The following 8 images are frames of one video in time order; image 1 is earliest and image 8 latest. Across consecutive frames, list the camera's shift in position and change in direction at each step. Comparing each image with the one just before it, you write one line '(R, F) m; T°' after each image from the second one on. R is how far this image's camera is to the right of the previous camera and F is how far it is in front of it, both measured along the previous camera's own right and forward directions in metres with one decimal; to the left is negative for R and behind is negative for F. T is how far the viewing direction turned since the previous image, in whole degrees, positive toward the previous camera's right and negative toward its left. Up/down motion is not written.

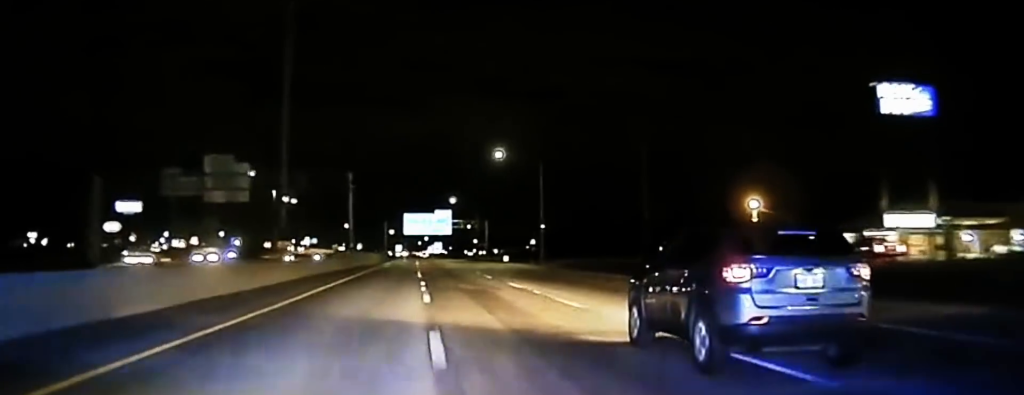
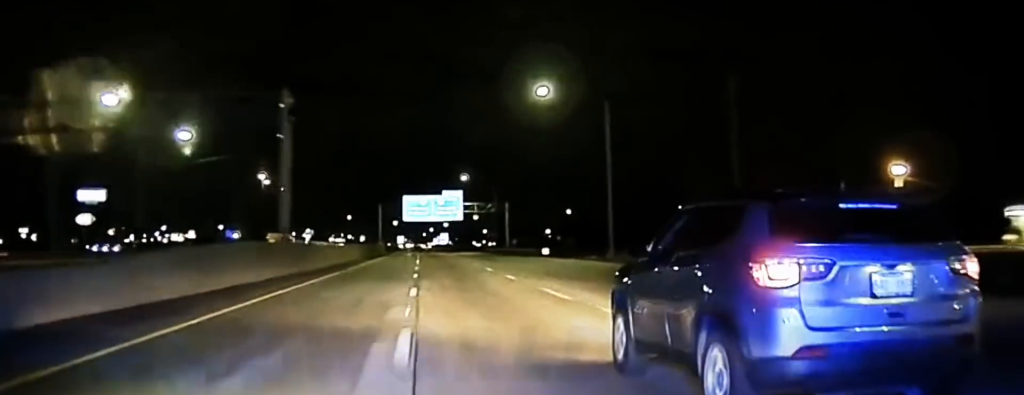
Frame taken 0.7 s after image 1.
(-0.2, +41.3) m; +1°
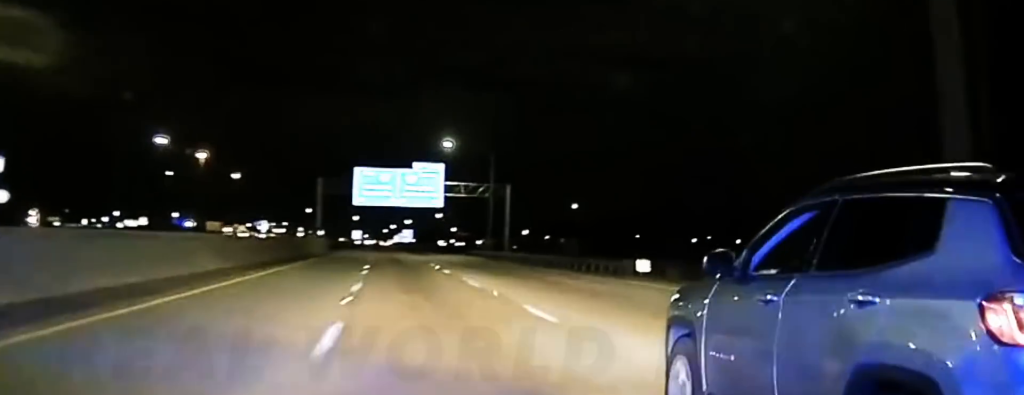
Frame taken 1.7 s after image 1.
(+1.1, +51.2) m; +2°
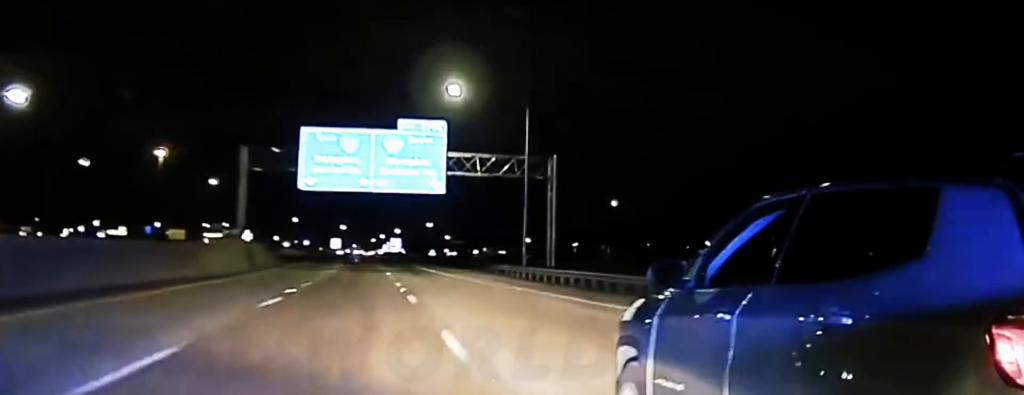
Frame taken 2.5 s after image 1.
(+0.3, +41.5) m; +1°
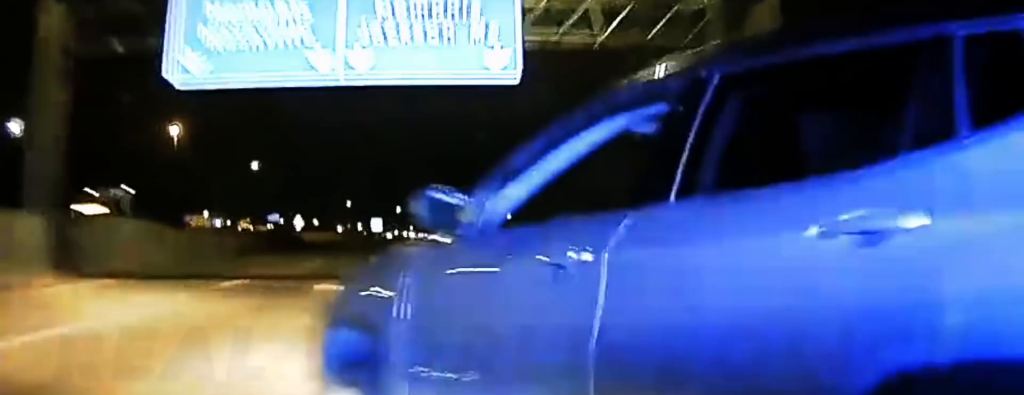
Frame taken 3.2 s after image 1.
(+0.2, +34.7) m; 0°
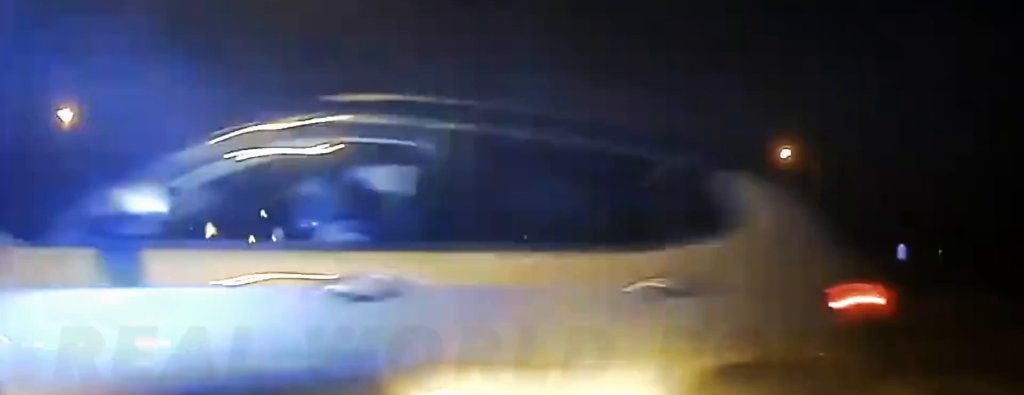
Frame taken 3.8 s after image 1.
(+0.1, +25.2) m; 0°
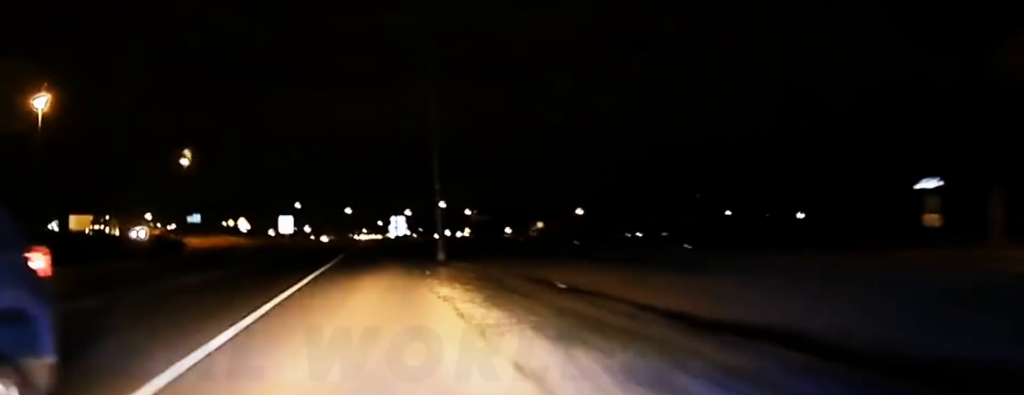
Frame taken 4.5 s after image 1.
(+0.1, +28.8) m; -2°
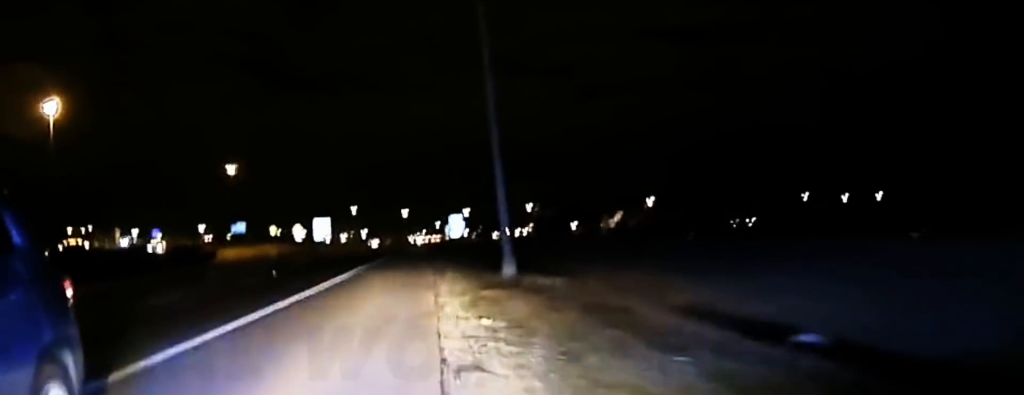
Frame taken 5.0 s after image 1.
(-0.5, +18.4) m; -2°
